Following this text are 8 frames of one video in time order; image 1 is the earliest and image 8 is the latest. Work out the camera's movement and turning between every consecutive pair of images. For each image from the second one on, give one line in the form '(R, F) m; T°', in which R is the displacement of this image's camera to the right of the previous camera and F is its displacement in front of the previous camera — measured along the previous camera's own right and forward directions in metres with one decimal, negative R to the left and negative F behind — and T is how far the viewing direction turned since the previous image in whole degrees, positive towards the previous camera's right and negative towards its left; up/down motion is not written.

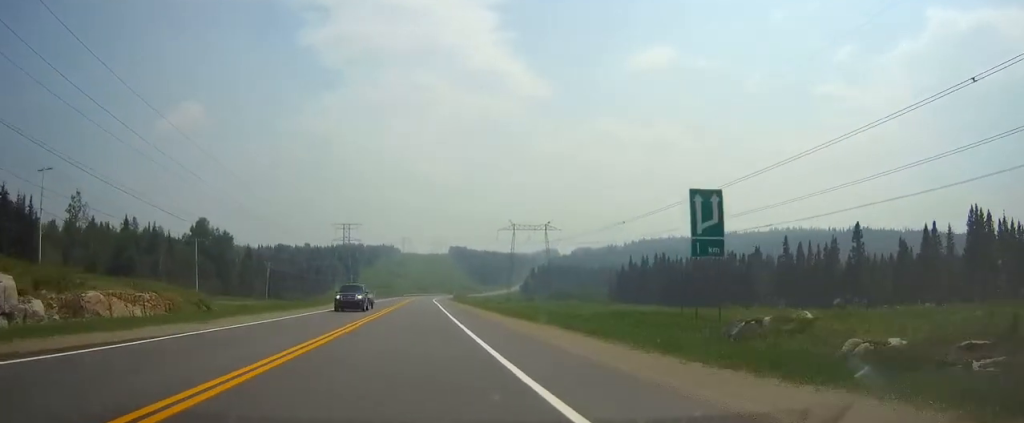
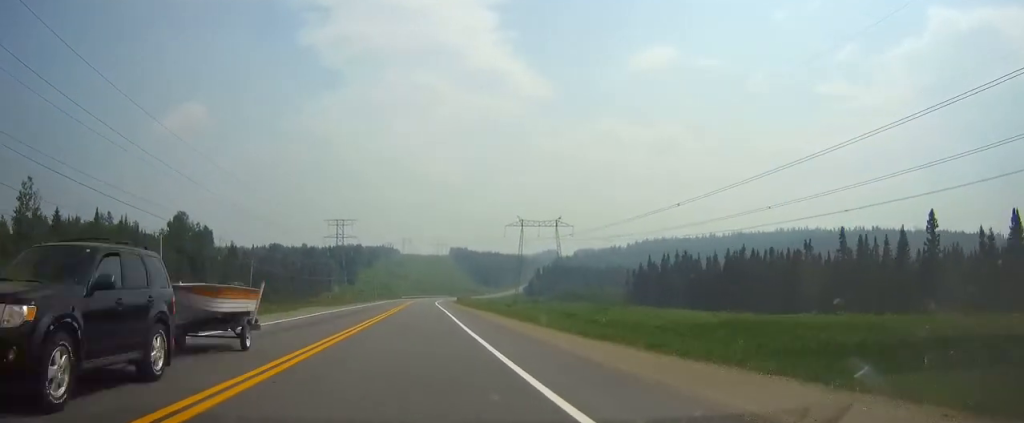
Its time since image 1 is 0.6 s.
(0.0, +17.7) m; 0°
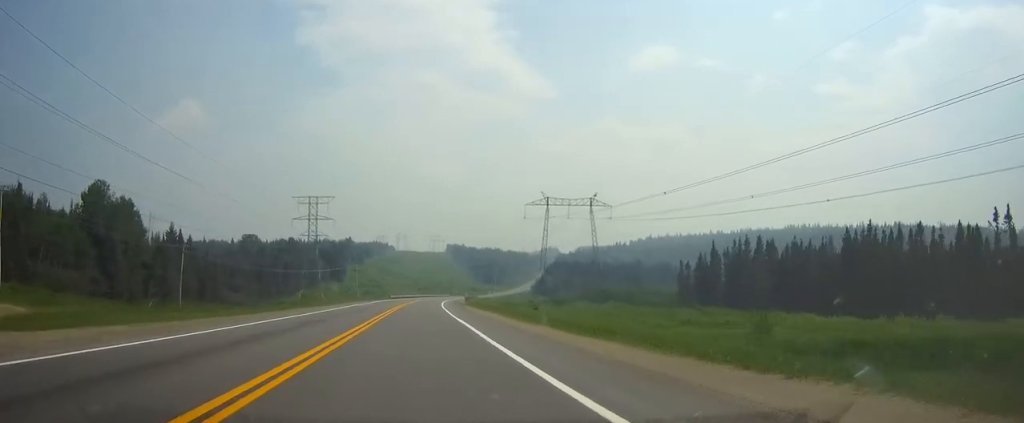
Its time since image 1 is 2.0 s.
(0.0, +45.9) m; 0°
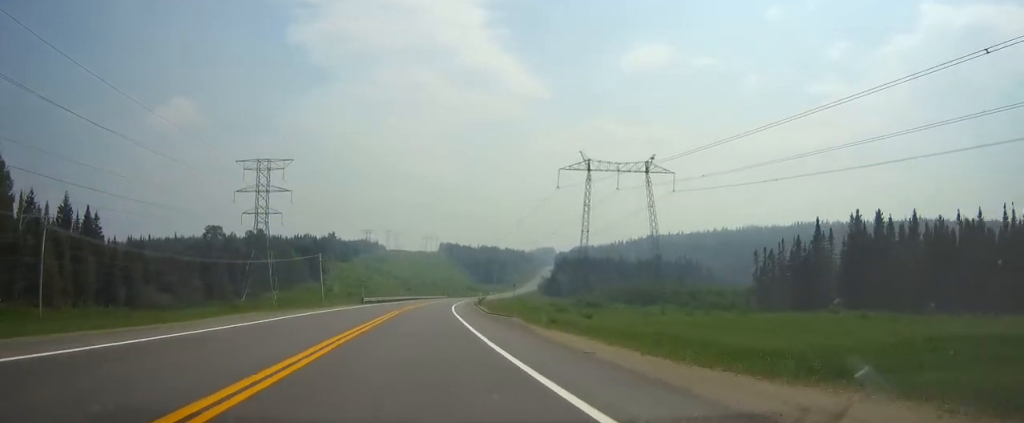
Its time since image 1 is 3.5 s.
(0.0, +45.7) m; 0°
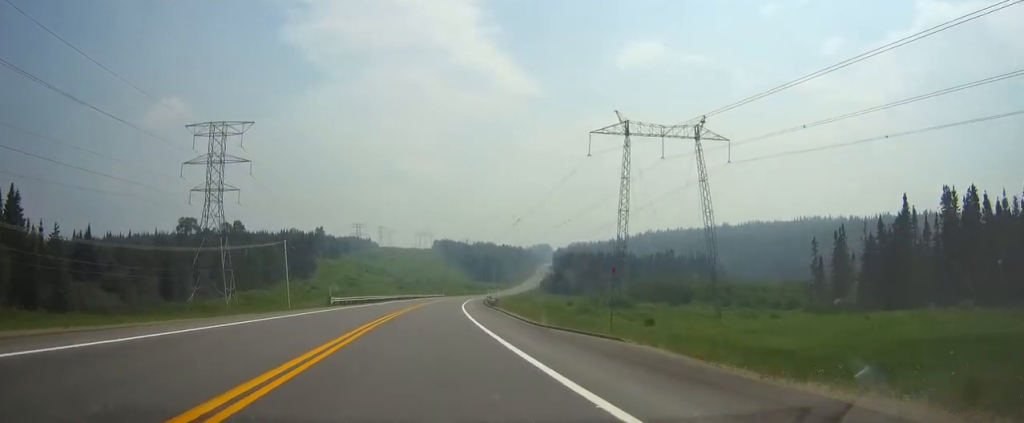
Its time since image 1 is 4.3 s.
(+0.1, +24.8) m; +1°
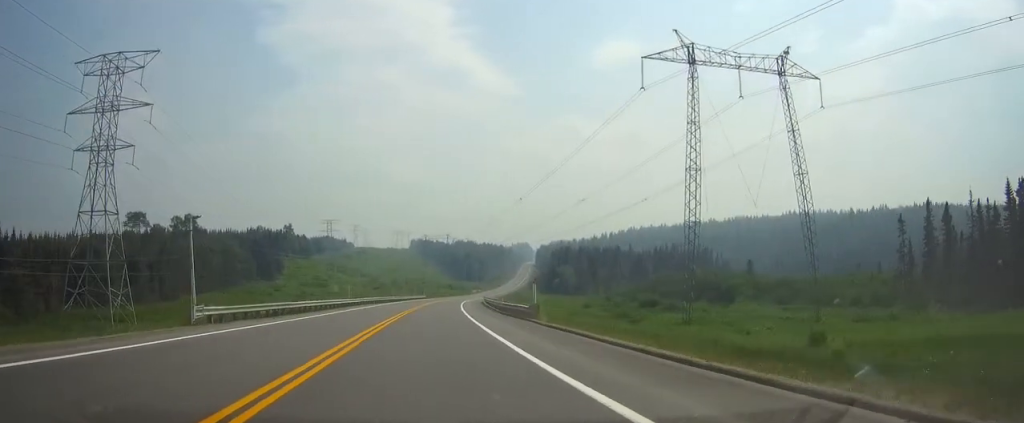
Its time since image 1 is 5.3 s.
(+0.3, +29.9) m; +2°
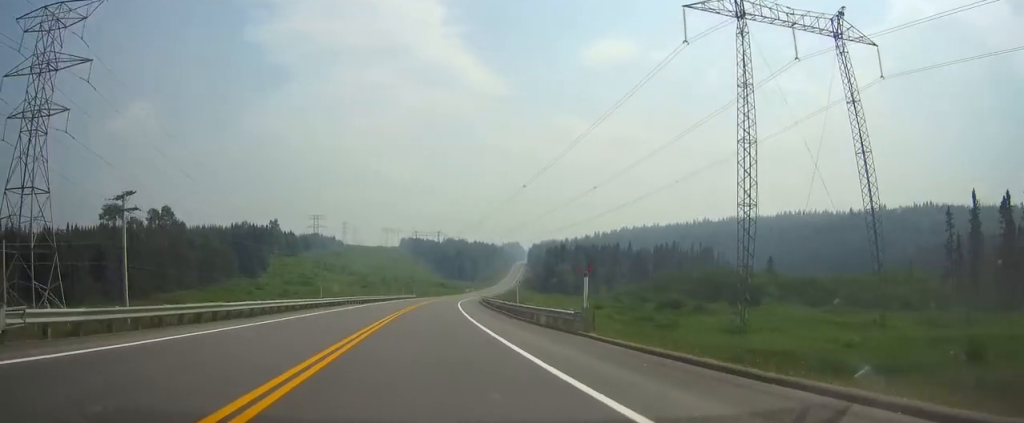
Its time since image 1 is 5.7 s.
(+0.2, +12.4) m; +1°
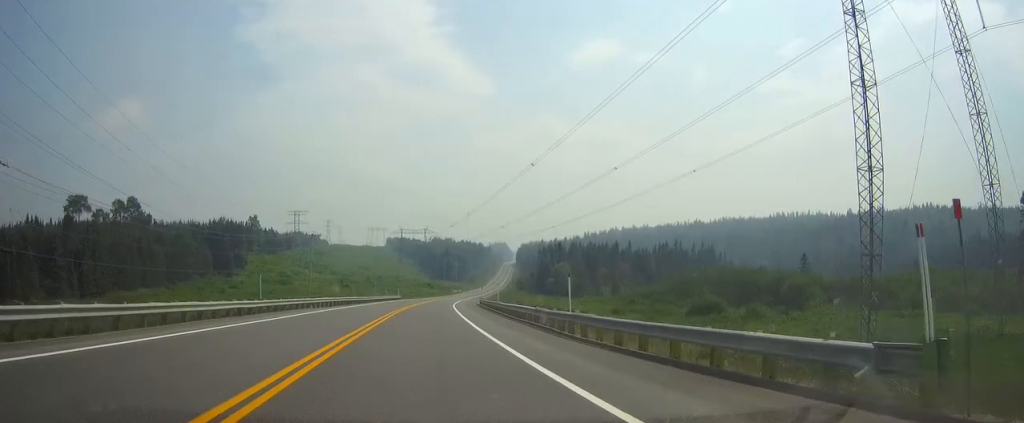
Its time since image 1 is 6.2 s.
(+0.1, +16.6) m; +1°
